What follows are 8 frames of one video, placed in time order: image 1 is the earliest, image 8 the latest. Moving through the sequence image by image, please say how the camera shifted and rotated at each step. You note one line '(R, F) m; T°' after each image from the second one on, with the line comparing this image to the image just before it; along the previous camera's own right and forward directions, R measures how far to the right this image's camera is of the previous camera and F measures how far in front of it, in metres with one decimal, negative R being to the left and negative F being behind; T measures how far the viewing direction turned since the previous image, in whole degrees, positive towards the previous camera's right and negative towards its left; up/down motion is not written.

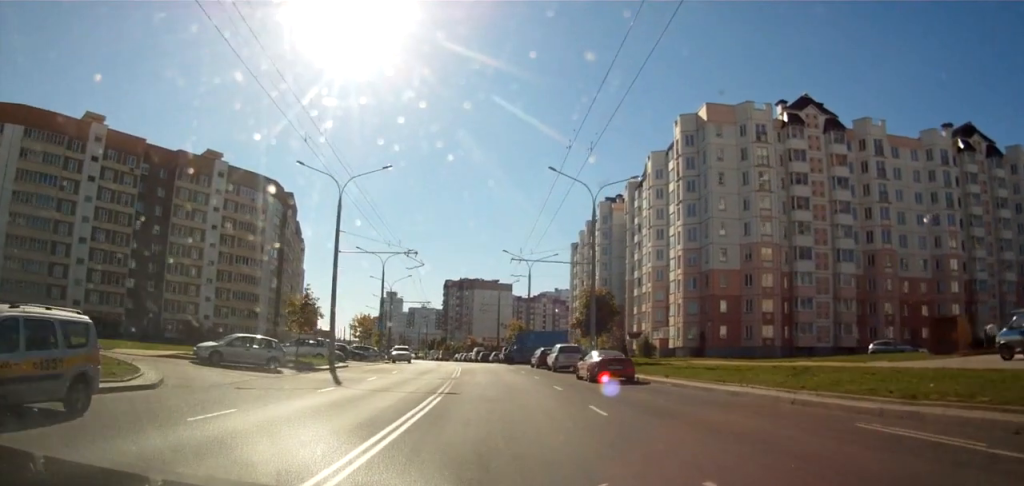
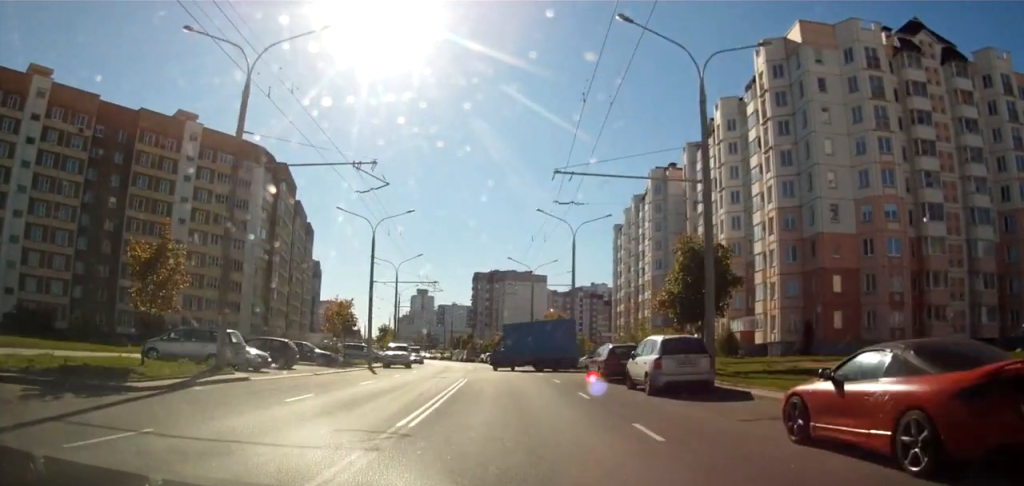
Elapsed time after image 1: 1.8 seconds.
(-0.6, +20.4) m; -3°
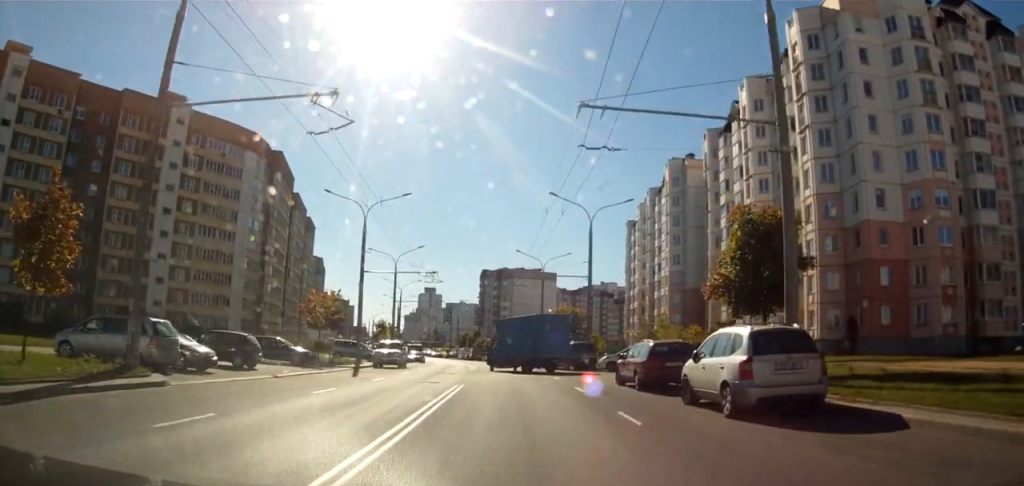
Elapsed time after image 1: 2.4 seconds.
(0.0, +6.3) m; -1°
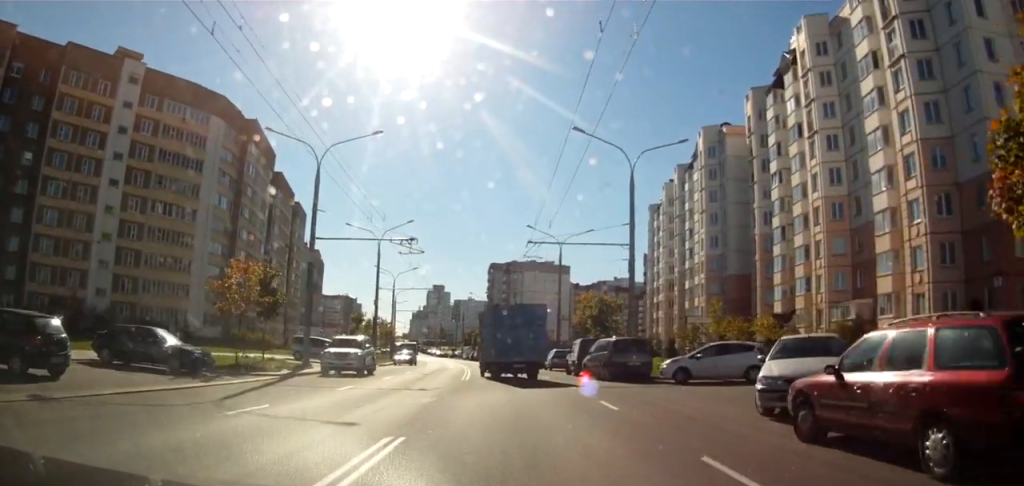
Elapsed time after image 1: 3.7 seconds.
(-0.3, +15.2) m; -1°
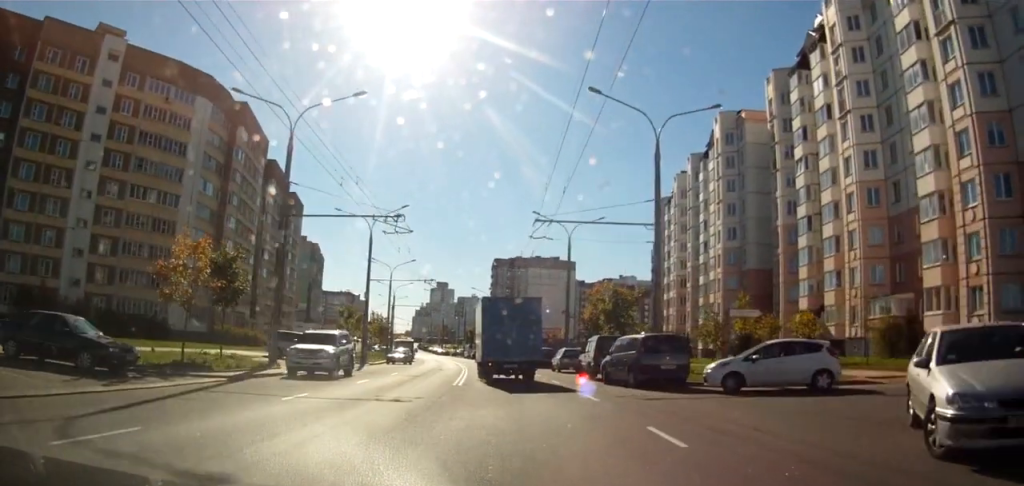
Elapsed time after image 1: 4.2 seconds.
(+0.1, +5.6) m; 0°
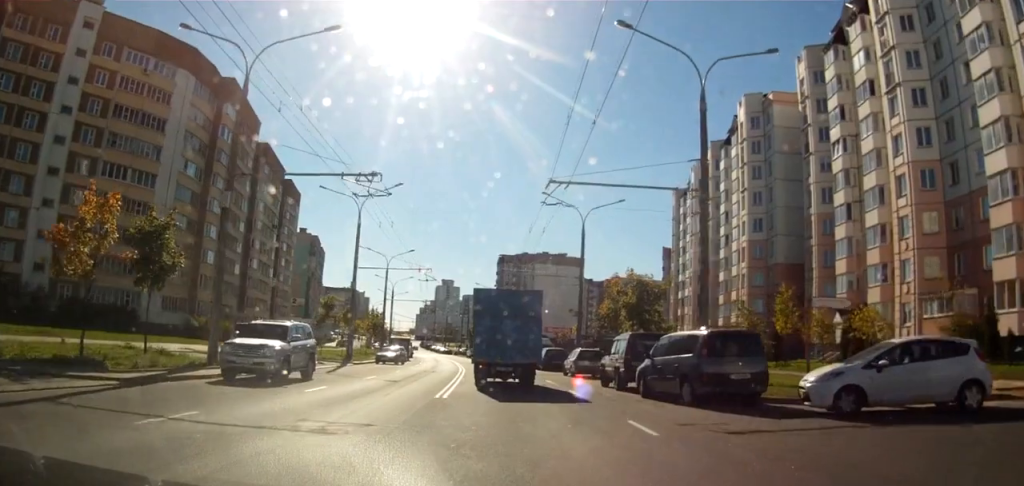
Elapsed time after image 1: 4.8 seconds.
(-0.1, +6.8) m; -1°
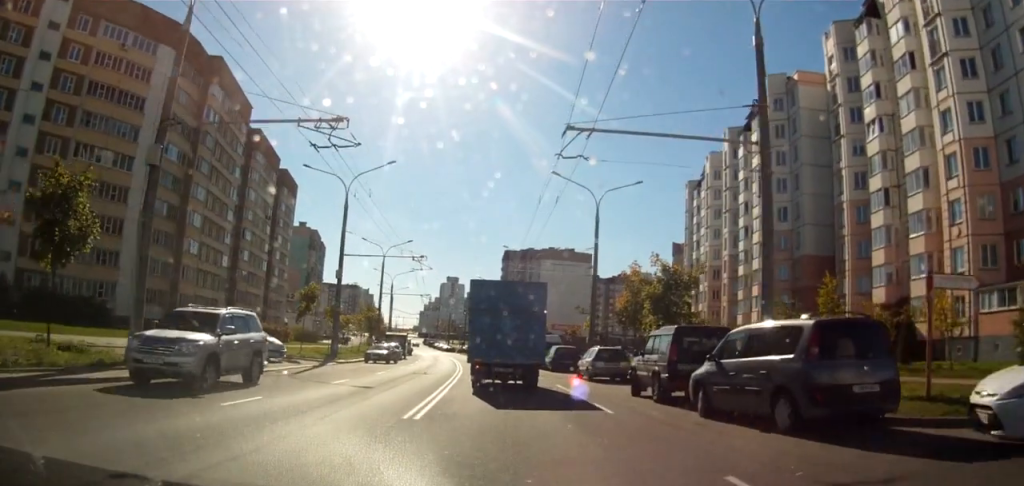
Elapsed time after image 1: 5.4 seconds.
(-0.1, +5.5) m; -1°
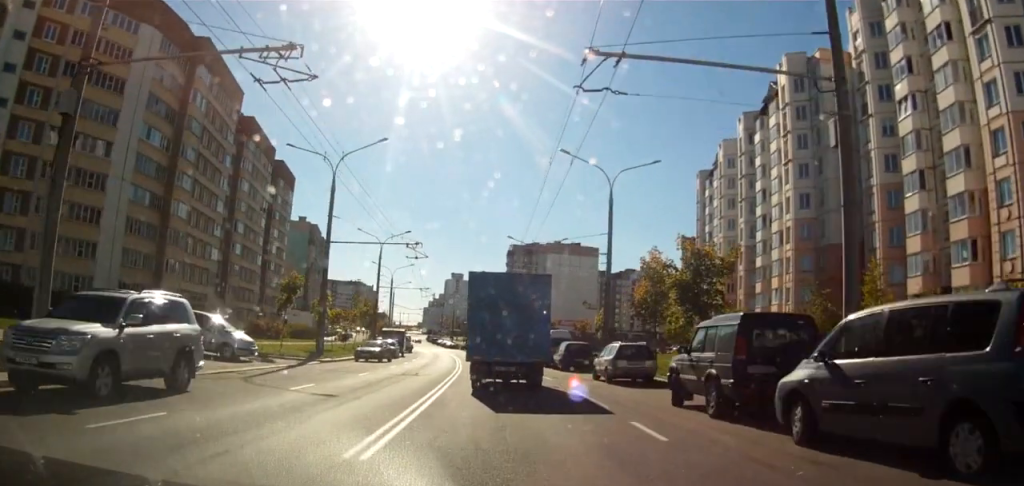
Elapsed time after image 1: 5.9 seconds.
(0.0, +4.5) m; 0°
